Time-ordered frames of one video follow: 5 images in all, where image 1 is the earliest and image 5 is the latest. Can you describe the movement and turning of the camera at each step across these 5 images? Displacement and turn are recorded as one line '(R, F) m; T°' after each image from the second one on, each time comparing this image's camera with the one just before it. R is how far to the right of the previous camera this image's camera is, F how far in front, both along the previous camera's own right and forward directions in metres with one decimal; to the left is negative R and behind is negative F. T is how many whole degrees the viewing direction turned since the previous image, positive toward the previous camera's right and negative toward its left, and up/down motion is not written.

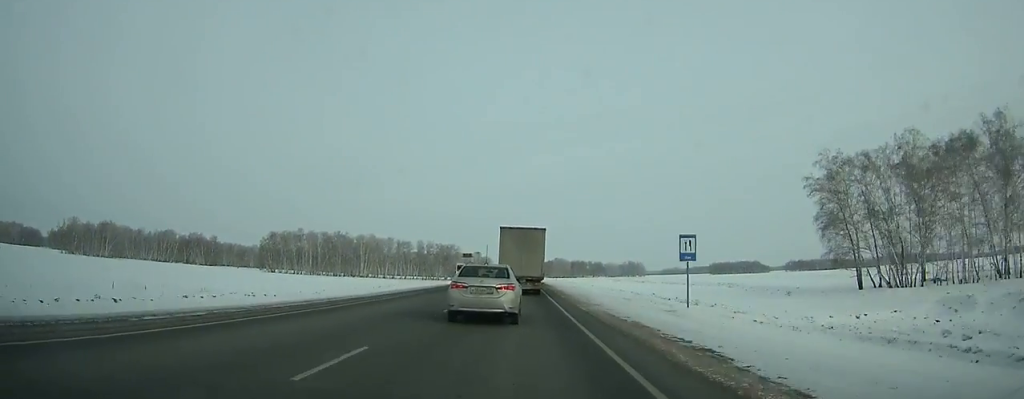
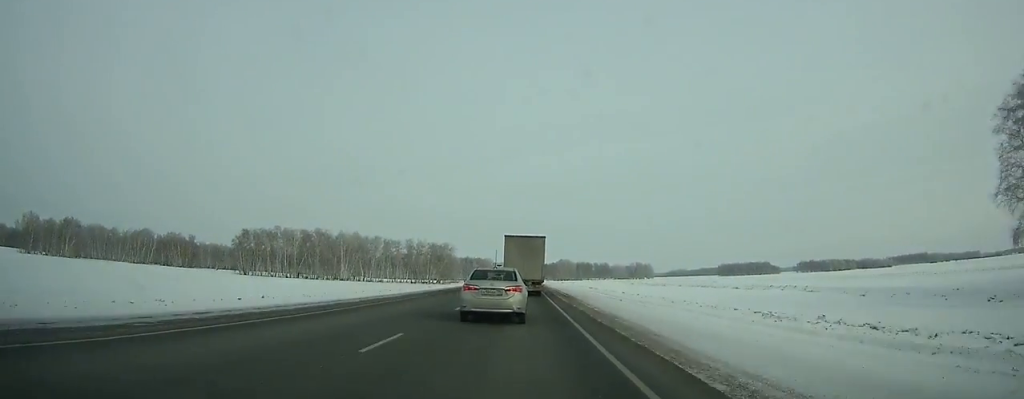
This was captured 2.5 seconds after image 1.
(0.0, +34.6) m; 0°
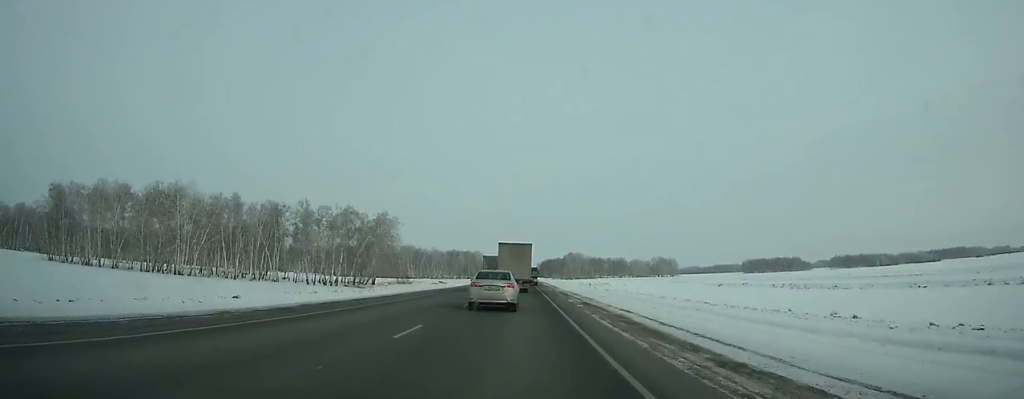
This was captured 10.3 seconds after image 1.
(-0.4, +120.7) m; 0°
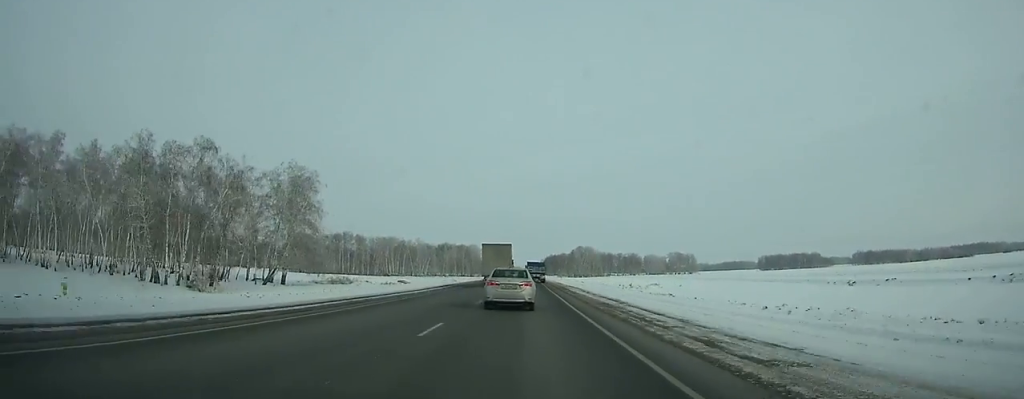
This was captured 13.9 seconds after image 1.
(0.0, +60.6) m; 0°
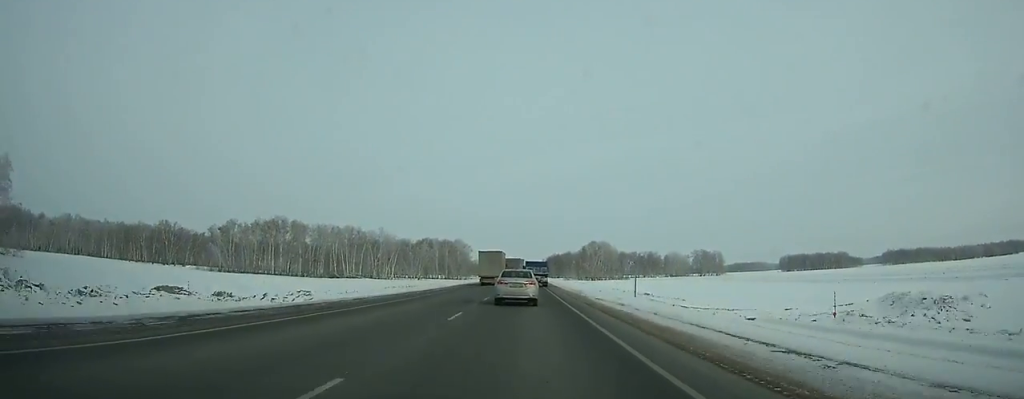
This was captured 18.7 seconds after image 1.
(-0.1, +79.9) m; 0°
